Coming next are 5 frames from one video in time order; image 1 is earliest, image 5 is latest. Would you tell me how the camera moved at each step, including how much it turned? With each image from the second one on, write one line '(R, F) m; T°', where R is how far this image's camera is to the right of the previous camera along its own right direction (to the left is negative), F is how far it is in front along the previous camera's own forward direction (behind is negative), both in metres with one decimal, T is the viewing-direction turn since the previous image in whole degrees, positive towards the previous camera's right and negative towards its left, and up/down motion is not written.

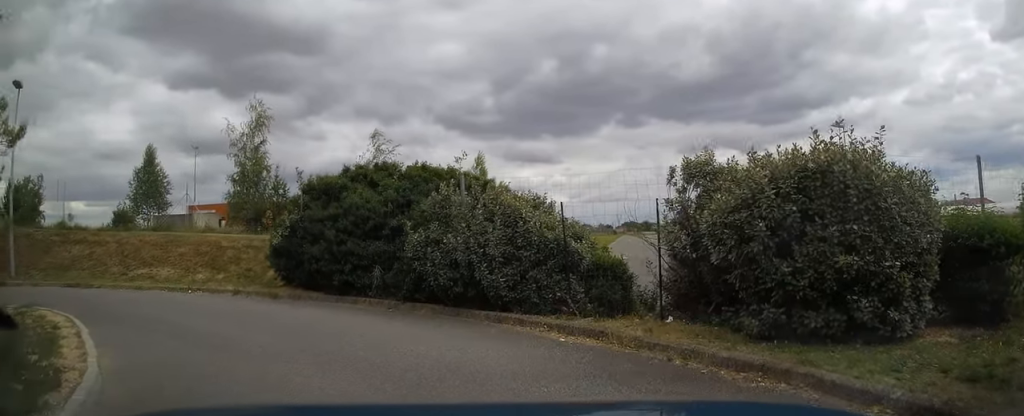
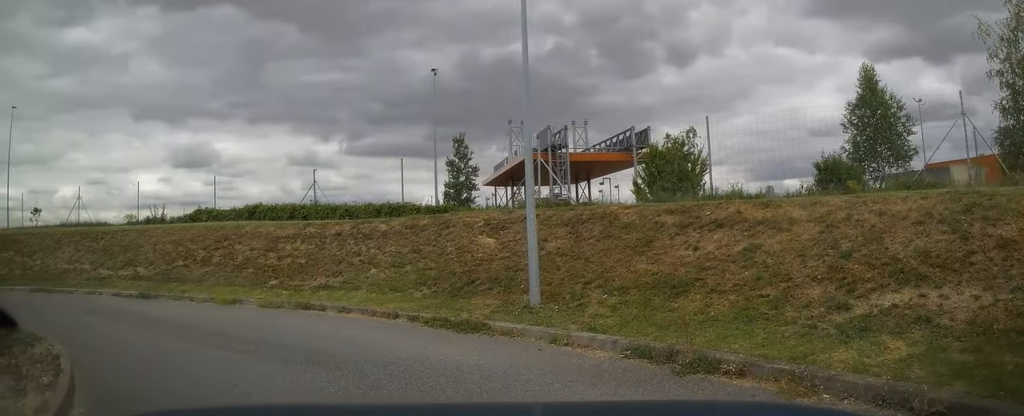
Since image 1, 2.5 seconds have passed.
(-7.4, +9.0) m; -74°
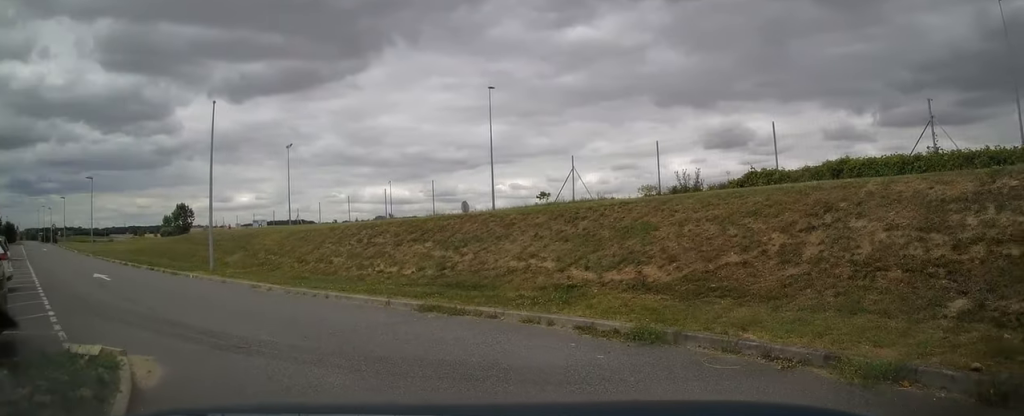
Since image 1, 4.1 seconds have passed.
(-2.9, +7.7) m; -44°
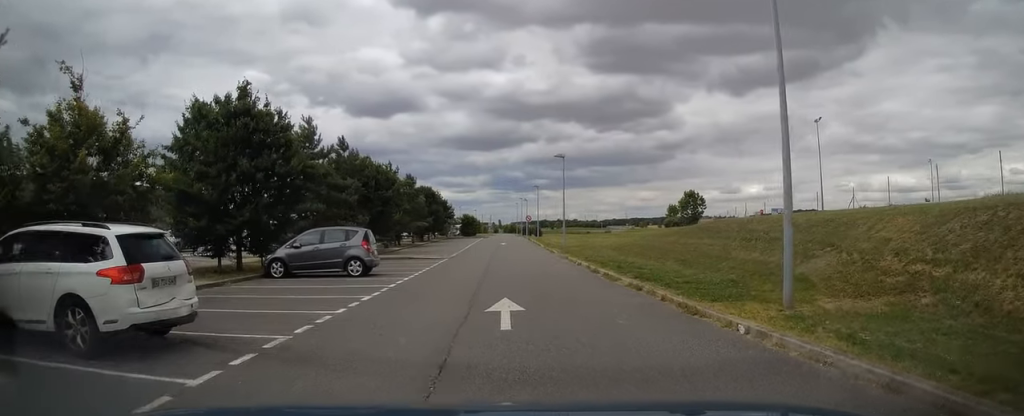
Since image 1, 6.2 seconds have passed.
(-6.4, +10.5) m; -45°
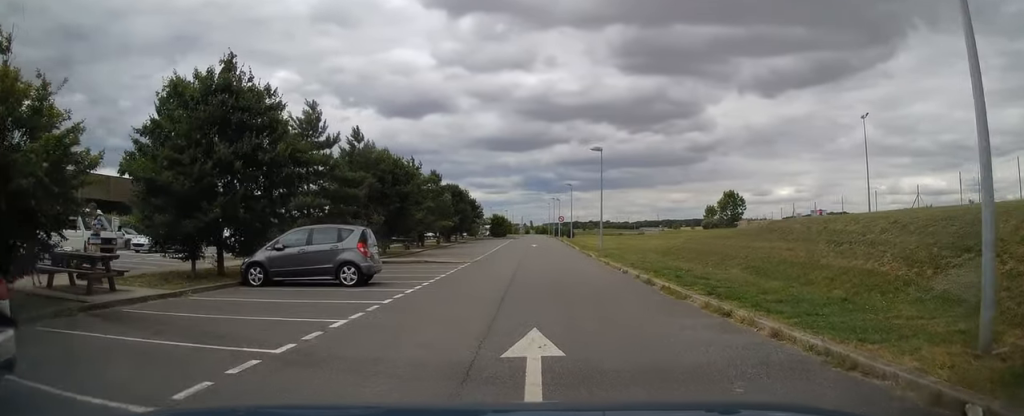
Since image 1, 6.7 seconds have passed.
(0.0, +4.0) m; 0°
